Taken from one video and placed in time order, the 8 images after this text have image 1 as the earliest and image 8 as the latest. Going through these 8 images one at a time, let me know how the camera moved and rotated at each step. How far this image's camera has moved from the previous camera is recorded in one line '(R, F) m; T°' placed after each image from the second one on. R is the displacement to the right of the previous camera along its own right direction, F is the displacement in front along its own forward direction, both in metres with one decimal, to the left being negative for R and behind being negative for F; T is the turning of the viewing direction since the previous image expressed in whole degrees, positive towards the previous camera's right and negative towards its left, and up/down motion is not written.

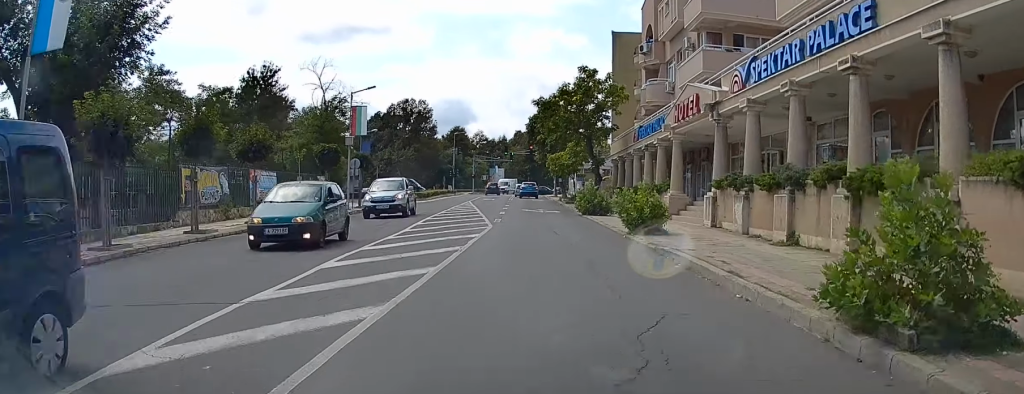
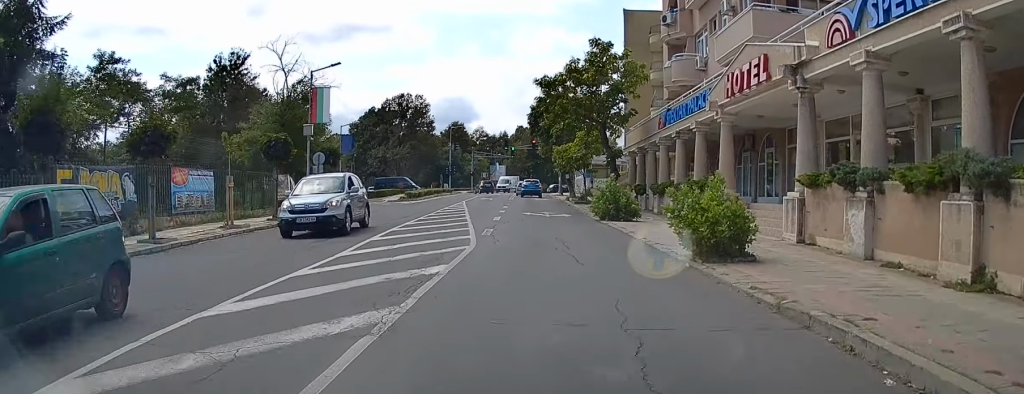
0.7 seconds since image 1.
(0.0, +7.1) m; -1°
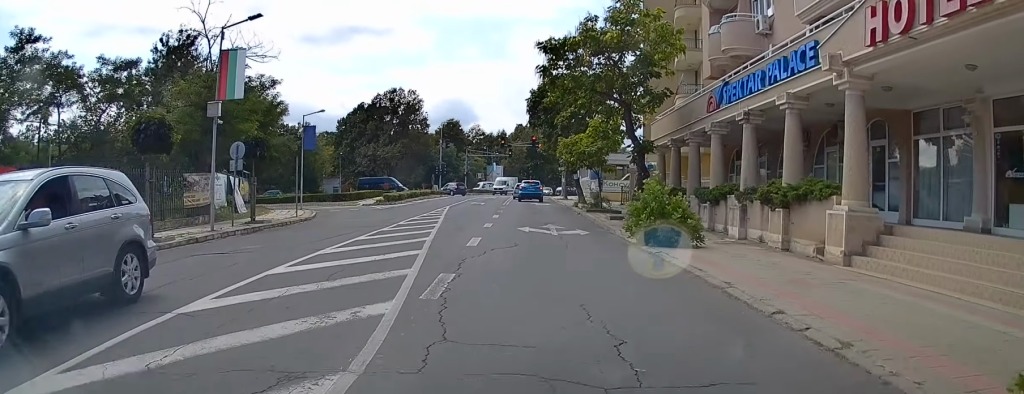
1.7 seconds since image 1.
(-0.1, +9.2) m; -1°
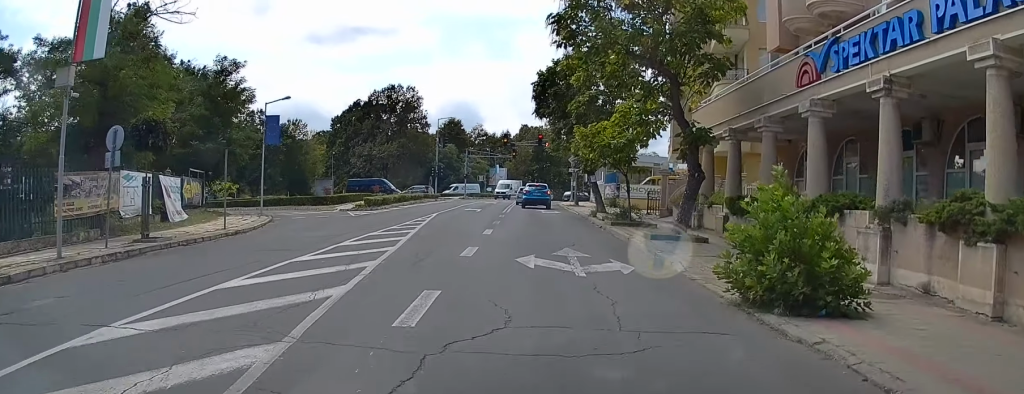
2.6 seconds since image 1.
(0.0, +8.0) m; 0°
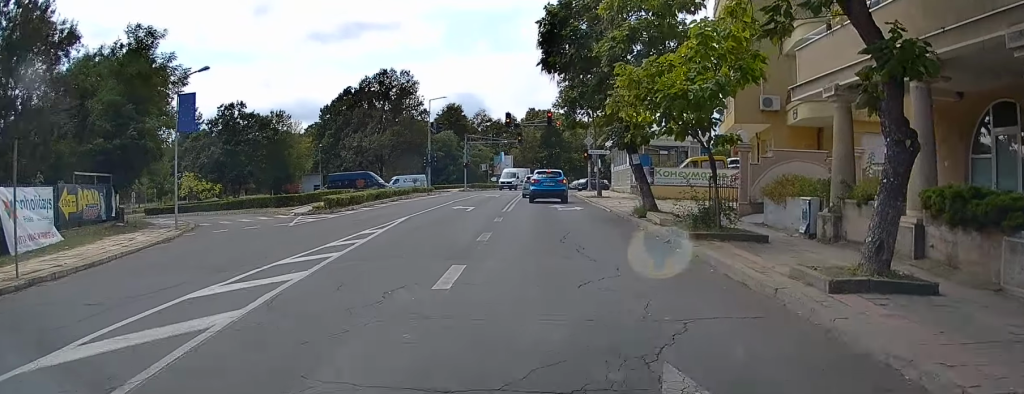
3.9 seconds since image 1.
(0.0, +10.5) m; 0°
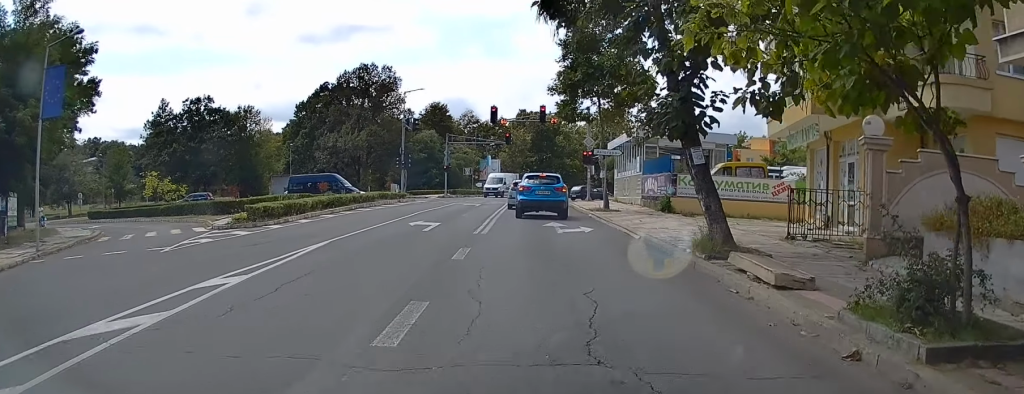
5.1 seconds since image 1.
(+0.2, +8.3) m; +2°
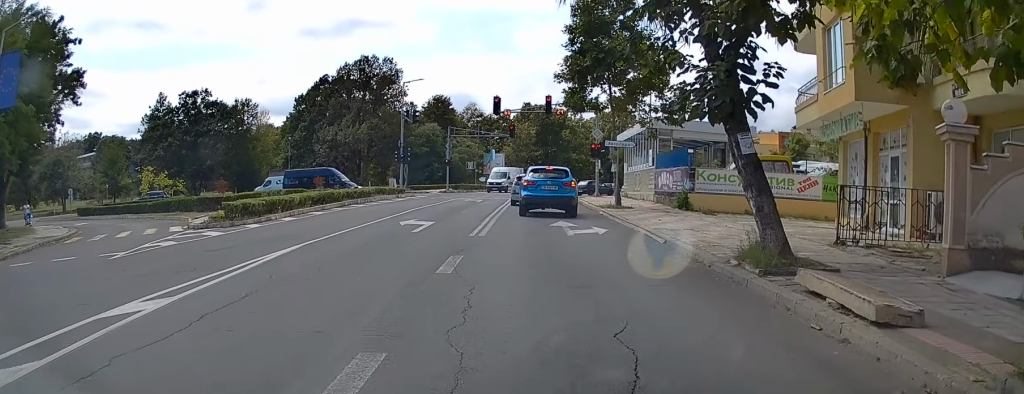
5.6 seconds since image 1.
(+0.1, +2.4) m; -1°
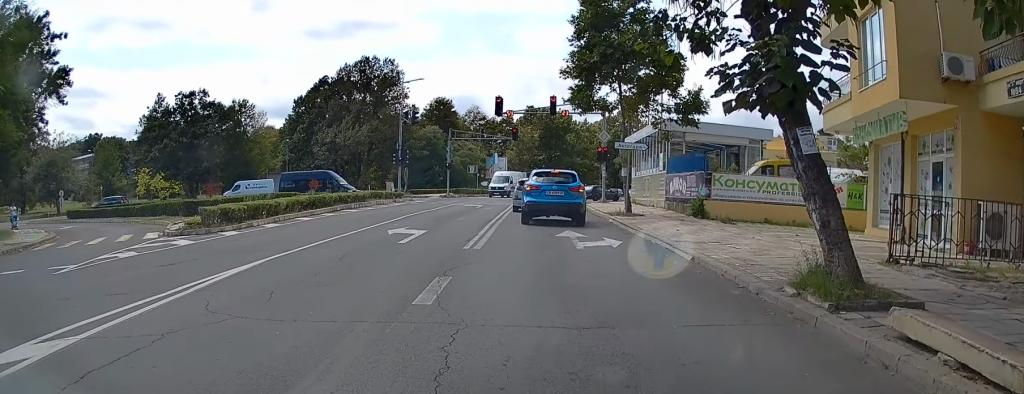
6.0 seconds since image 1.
(-0.1, +1.9) m; -3°
